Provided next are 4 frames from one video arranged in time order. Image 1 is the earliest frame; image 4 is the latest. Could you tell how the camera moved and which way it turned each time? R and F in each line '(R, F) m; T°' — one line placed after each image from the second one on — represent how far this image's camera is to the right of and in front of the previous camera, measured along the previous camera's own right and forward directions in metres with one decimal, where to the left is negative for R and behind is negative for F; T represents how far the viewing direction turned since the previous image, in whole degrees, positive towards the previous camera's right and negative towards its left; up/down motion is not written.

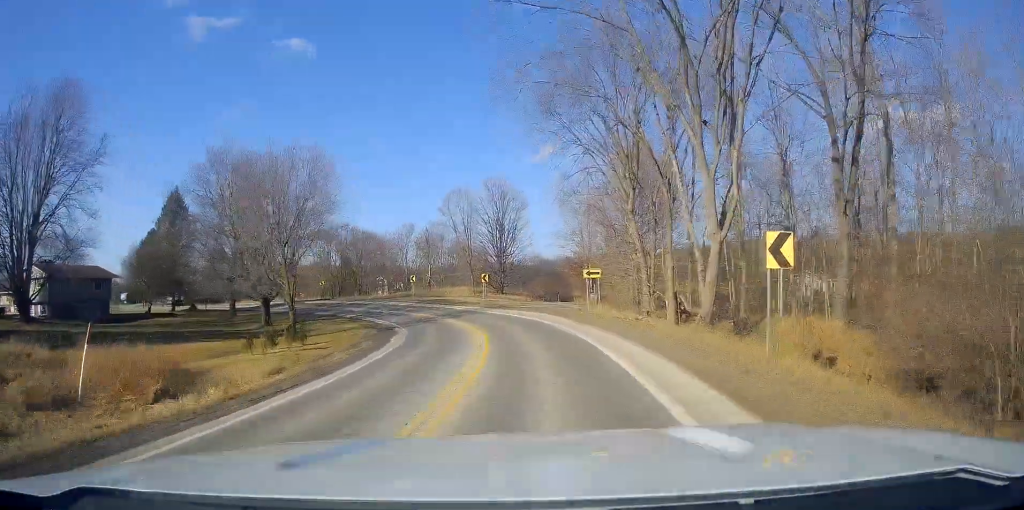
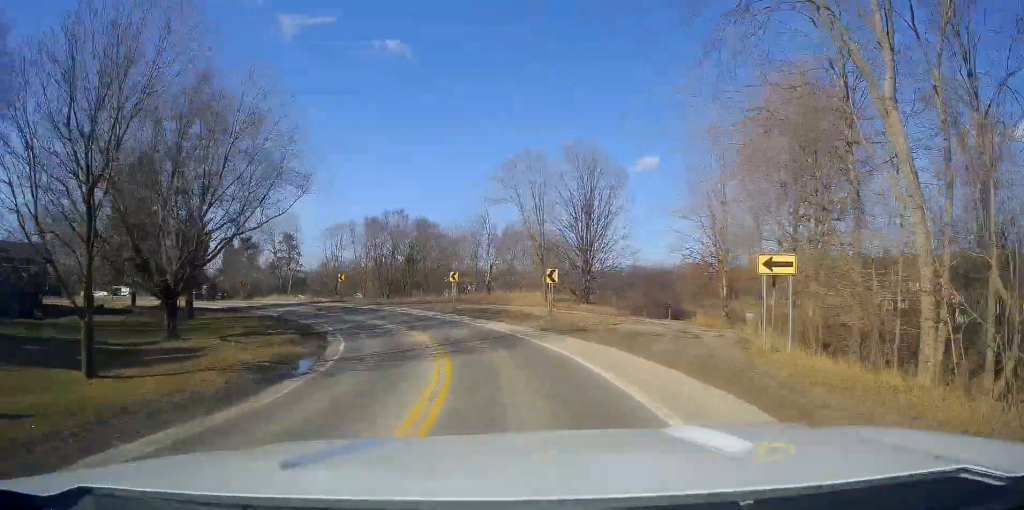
(-1.1, +24.0) m; -4°
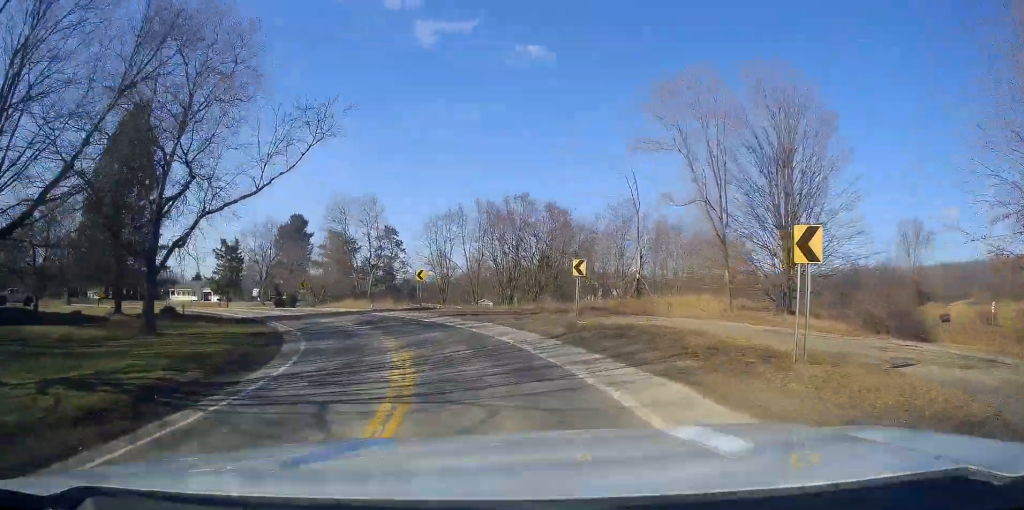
(-0.7, +21.4) m; -7°
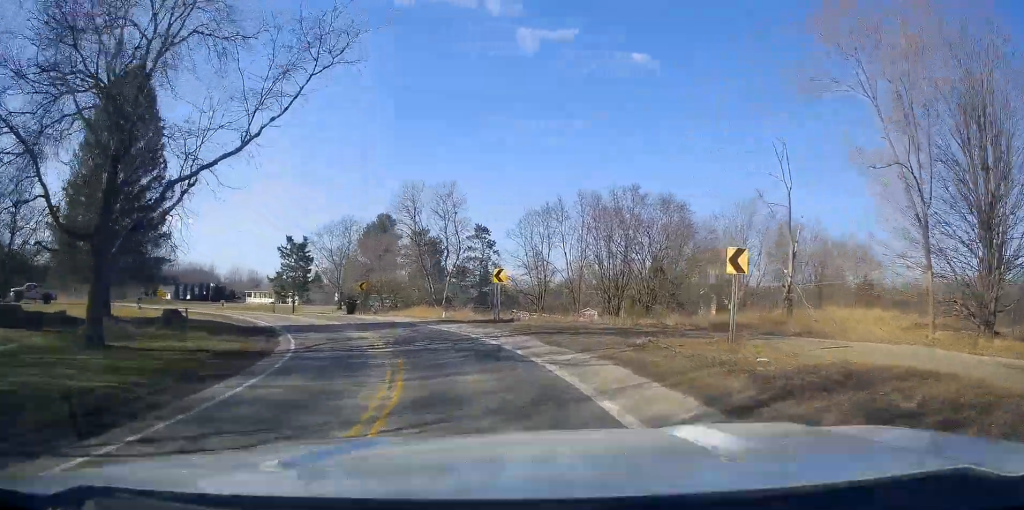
(-0.7, +11.7) m; -8°
